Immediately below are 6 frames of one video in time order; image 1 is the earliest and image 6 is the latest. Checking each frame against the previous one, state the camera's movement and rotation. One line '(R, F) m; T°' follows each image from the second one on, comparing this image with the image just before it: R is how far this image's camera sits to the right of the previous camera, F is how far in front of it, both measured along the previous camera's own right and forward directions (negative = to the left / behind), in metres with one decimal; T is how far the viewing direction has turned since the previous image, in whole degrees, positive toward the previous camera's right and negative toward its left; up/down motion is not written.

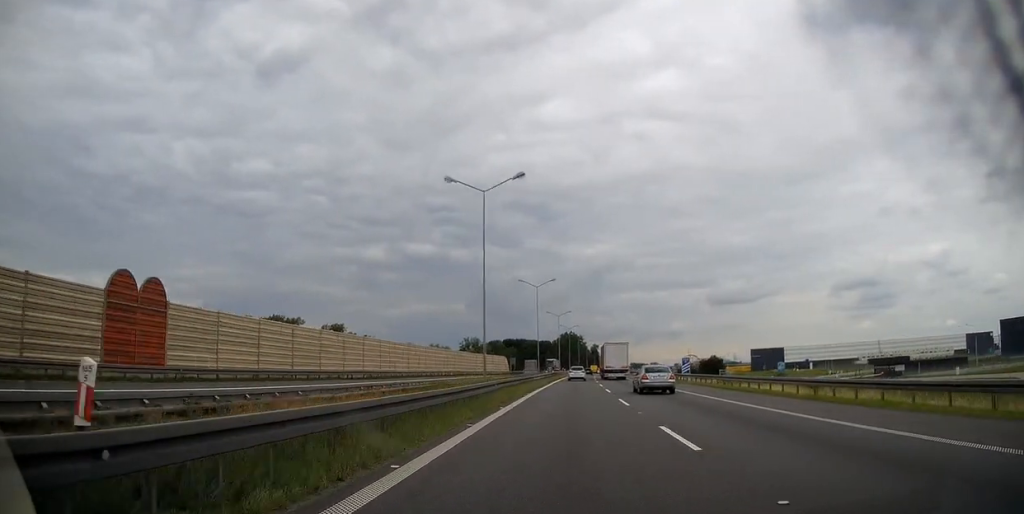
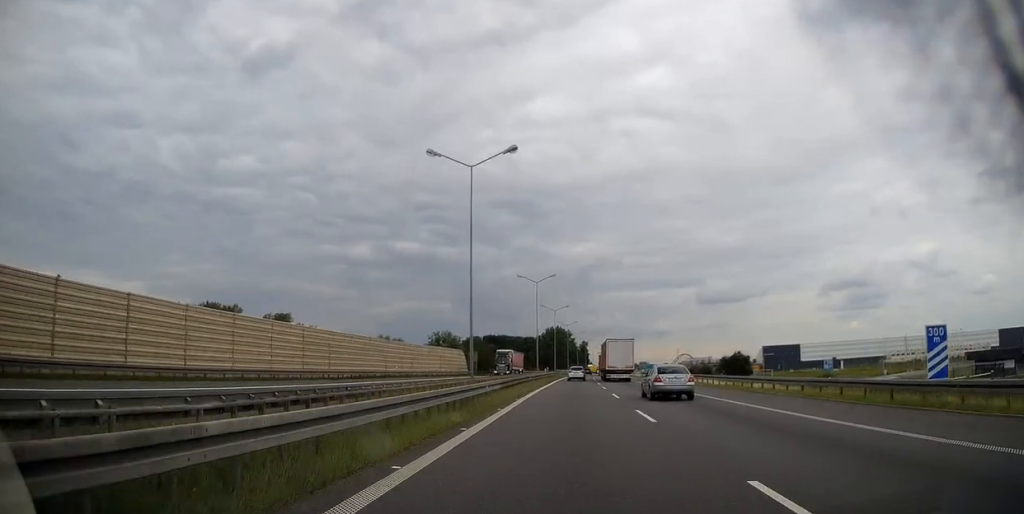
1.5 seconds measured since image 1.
(+0.1, +42.8) m; +1°
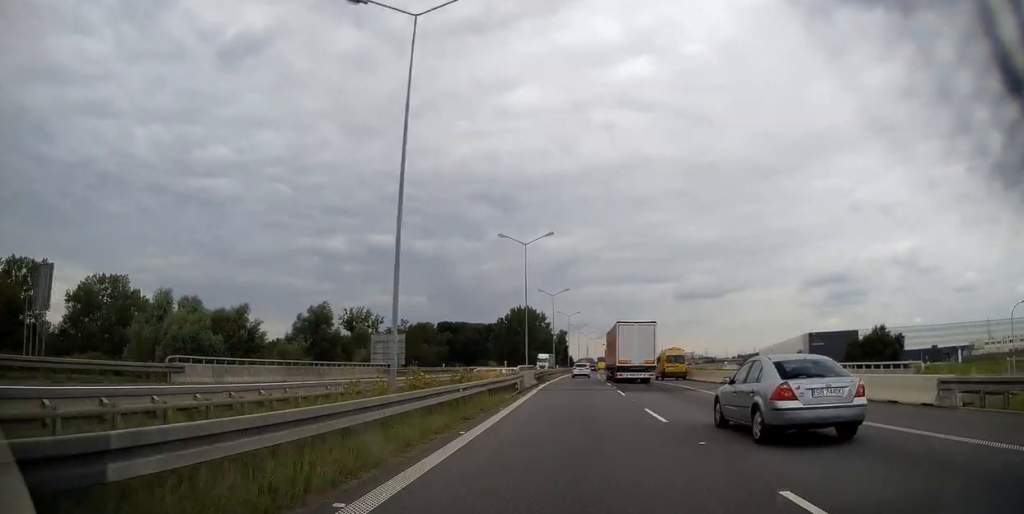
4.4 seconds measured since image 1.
(+2.1, +84.9) m; +3°
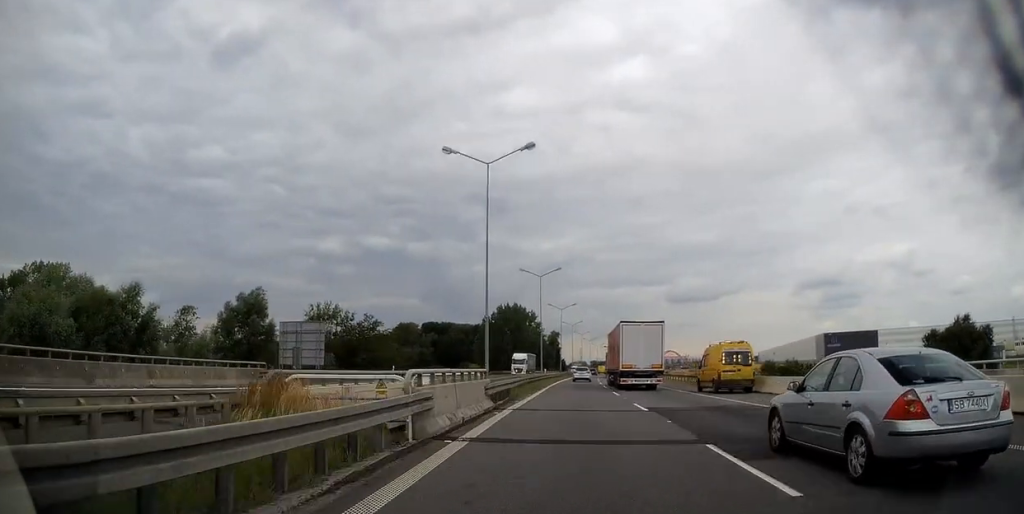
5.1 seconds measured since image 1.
(+0.1, +20.4) m; +1°
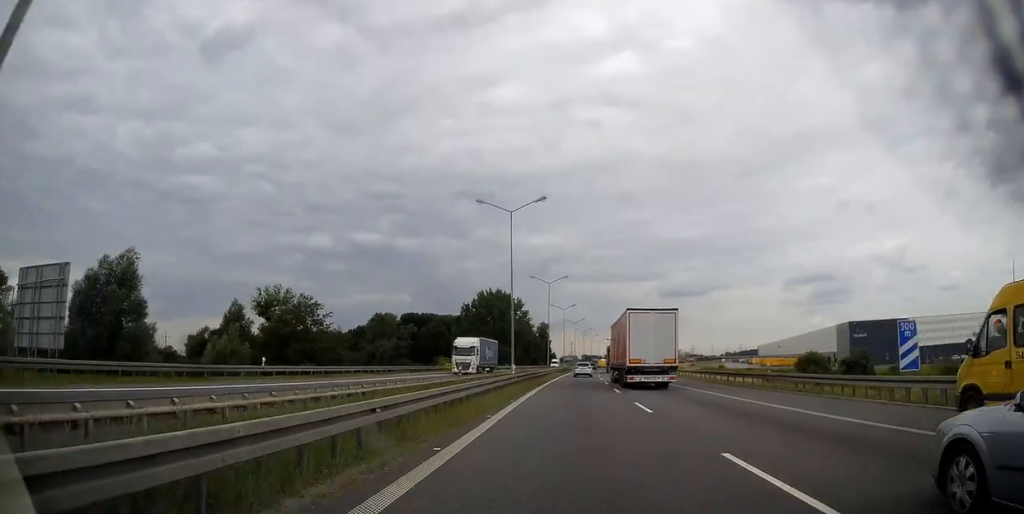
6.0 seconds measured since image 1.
(+0.1, +25.3) m; +1°
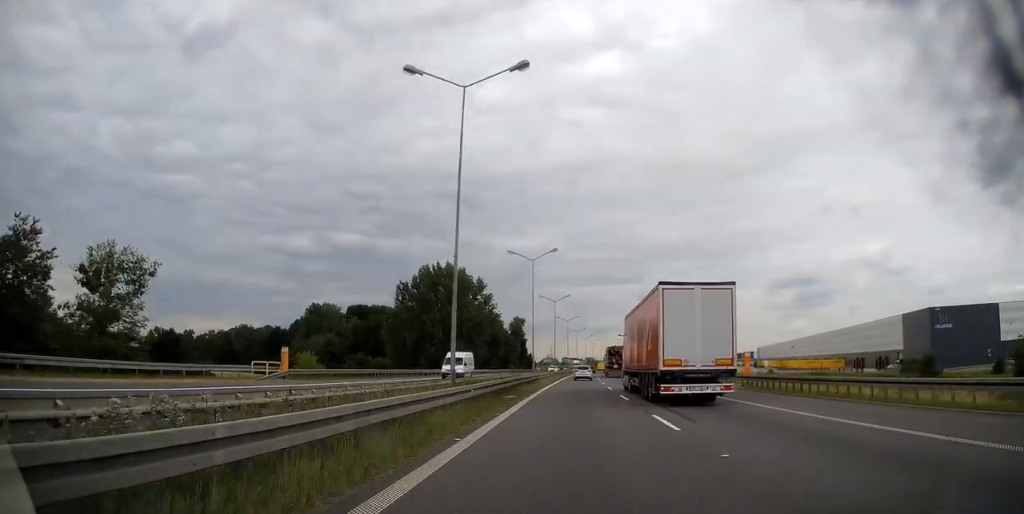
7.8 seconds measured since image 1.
(+0.6, +52.3) m; +2°
